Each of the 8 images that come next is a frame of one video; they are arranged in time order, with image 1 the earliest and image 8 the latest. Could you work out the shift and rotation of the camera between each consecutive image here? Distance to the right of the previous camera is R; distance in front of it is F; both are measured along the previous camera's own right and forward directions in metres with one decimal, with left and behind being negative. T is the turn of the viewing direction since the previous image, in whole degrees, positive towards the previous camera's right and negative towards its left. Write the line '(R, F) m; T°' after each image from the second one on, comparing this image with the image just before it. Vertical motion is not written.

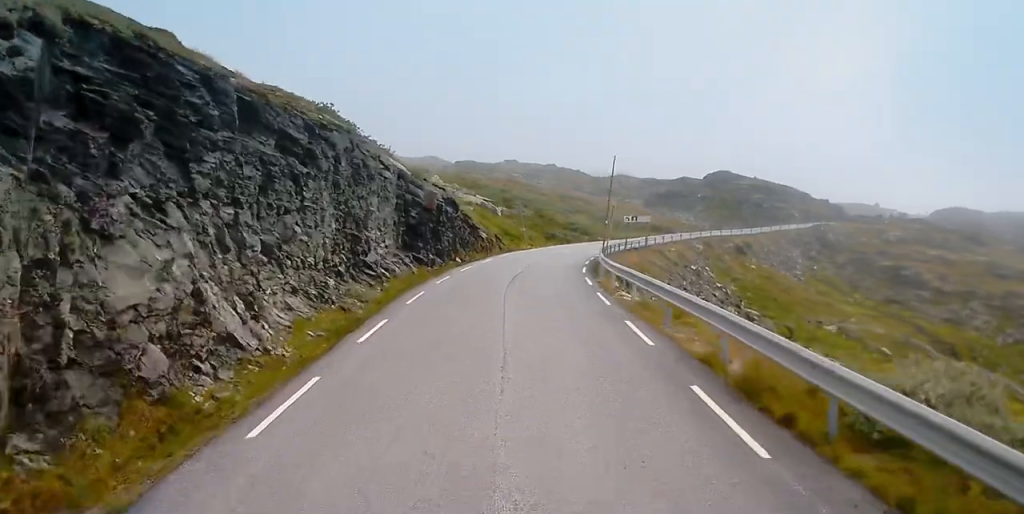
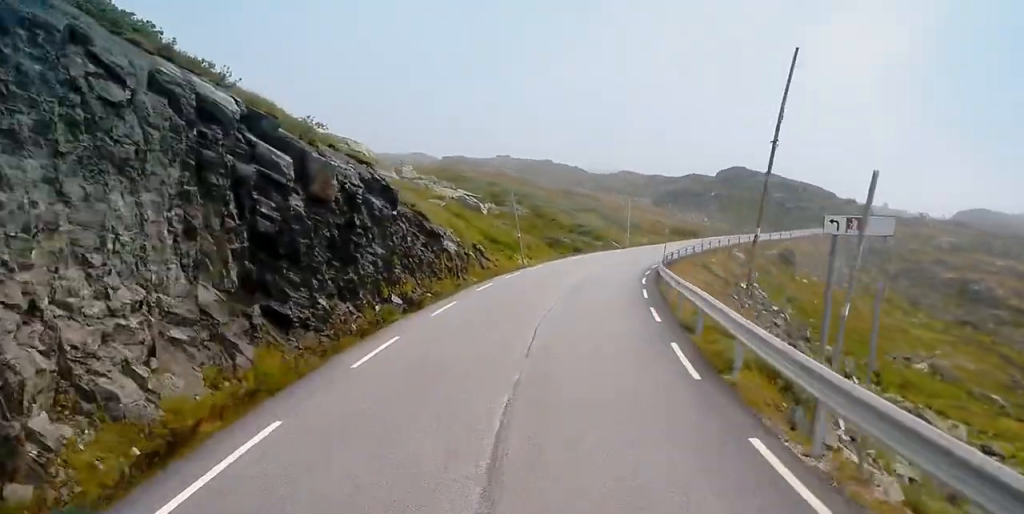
(0.0, +19.7) m; 0°
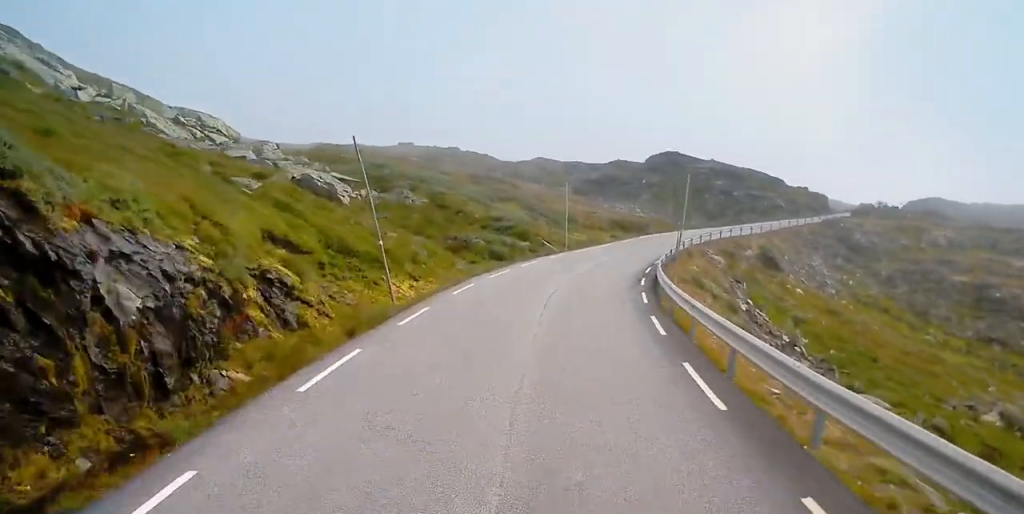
(0.0, +19.2) m; 0°
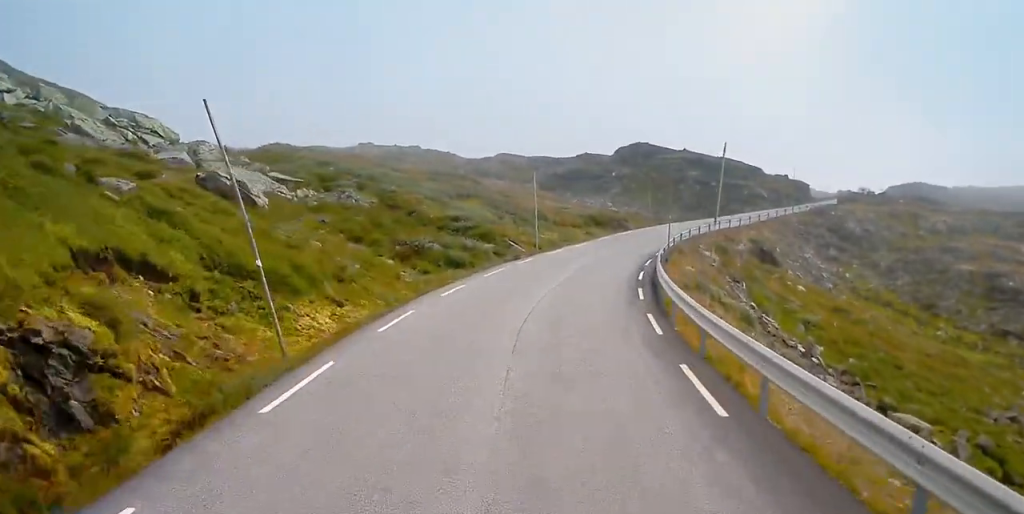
(0.0, +6.5) m; +1°
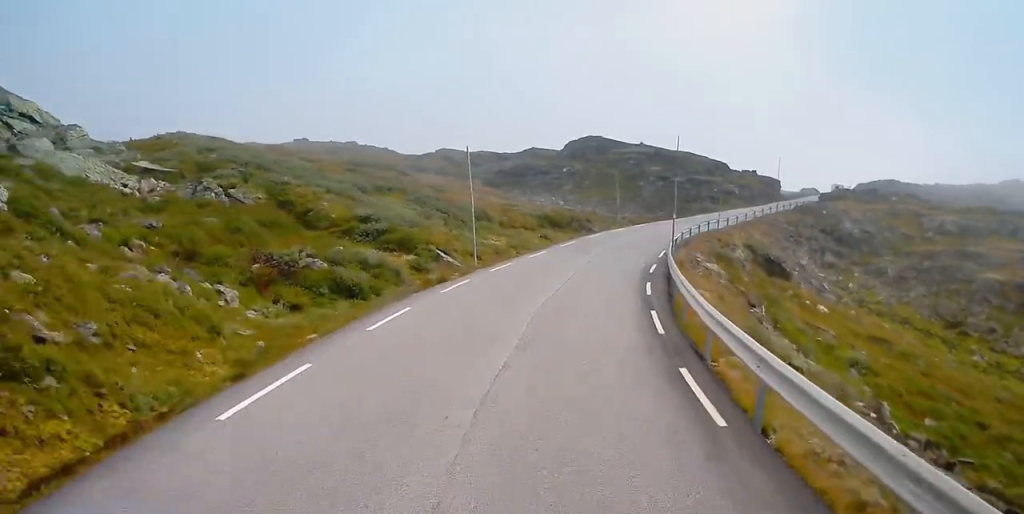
(+0.4, +12.2) m; +10°
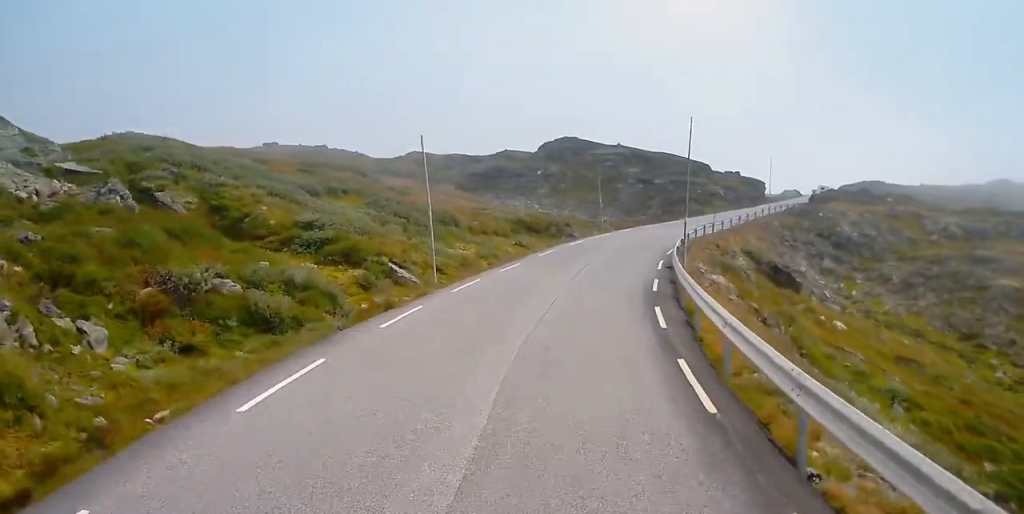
(+0.7, +5.3) m; +4°
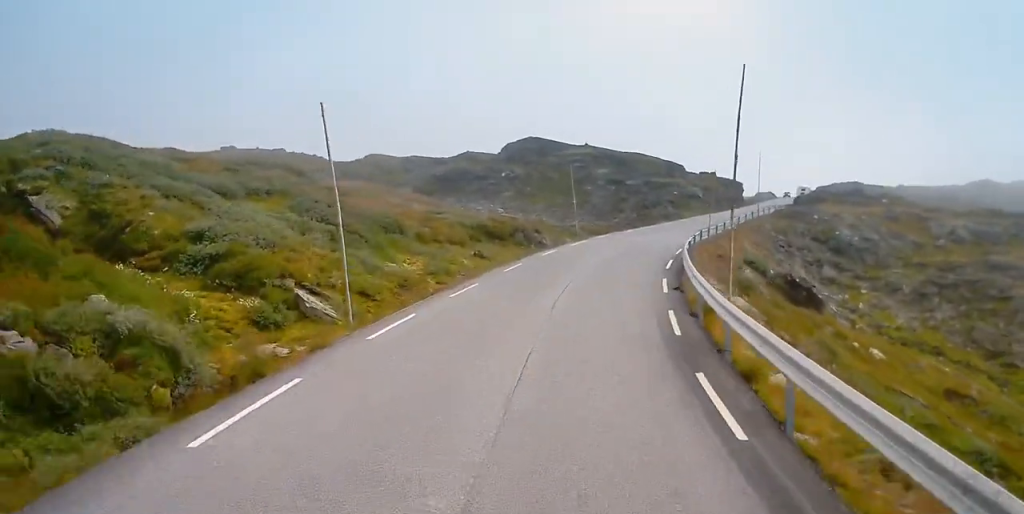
(+0.4, +7.1) m; +4°
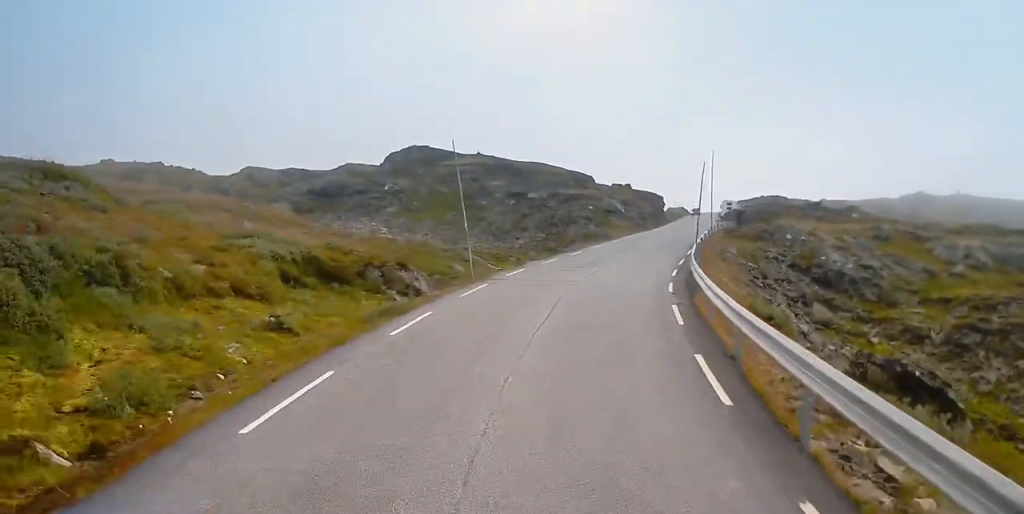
(+0.6, +16.5) m; +6°
